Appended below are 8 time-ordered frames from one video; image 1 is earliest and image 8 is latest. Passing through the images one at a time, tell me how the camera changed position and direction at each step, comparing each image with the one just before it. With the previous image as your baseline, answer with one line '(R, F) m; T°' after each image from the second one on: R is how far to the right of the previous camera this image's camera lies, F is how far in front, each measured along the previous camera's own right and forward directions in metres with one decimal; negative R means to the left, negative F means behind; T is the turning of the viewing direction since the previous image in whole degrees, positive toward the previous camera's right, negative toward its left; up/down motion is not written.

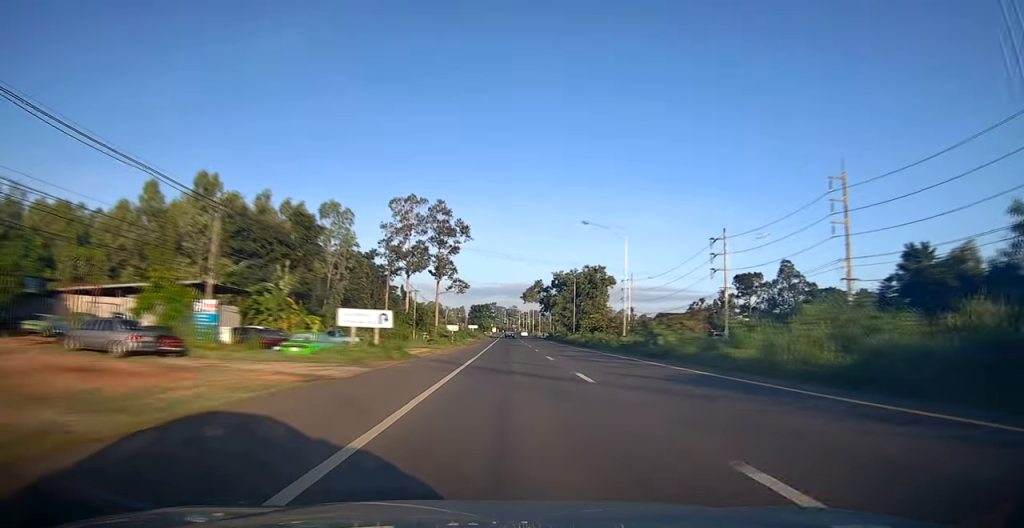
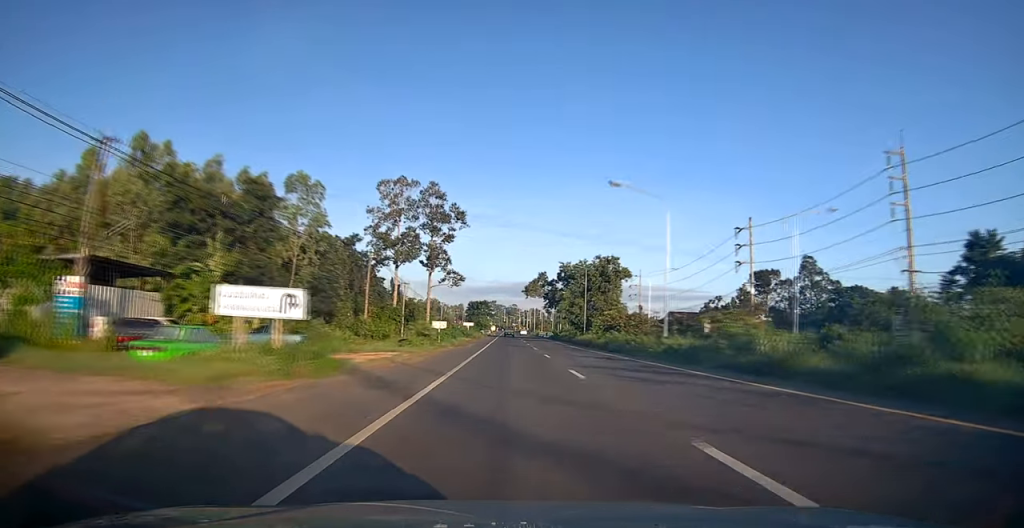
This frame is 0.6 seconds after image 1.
(+0.4, +10.9) m; 0°
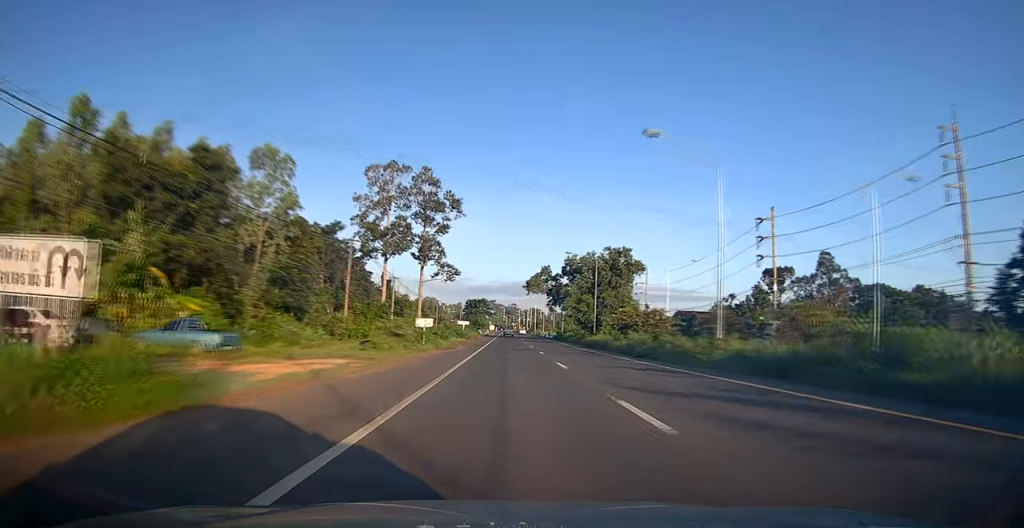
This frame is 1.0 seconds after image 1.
(+0.2, +8.0) m; 0°
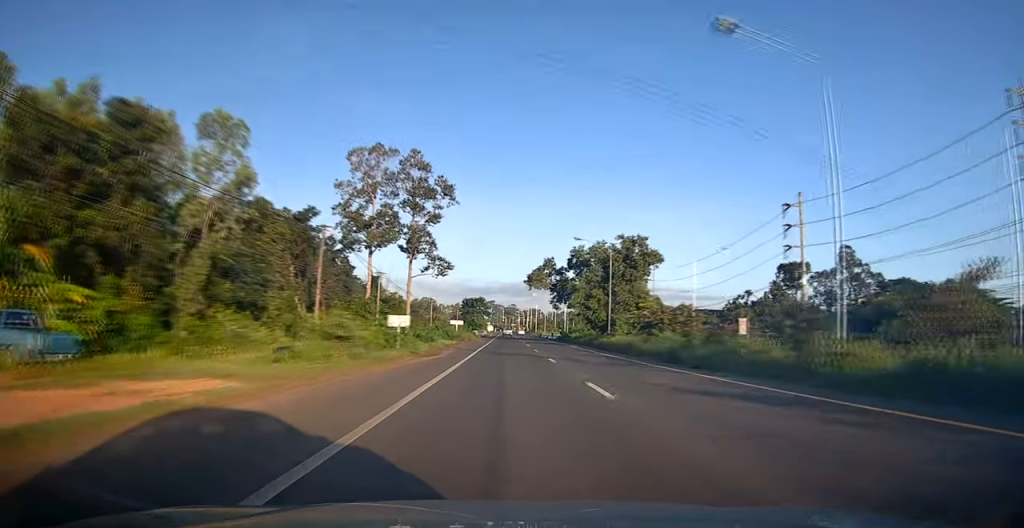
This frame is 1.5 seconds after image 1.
(-0.3, +8.8) m; 0°
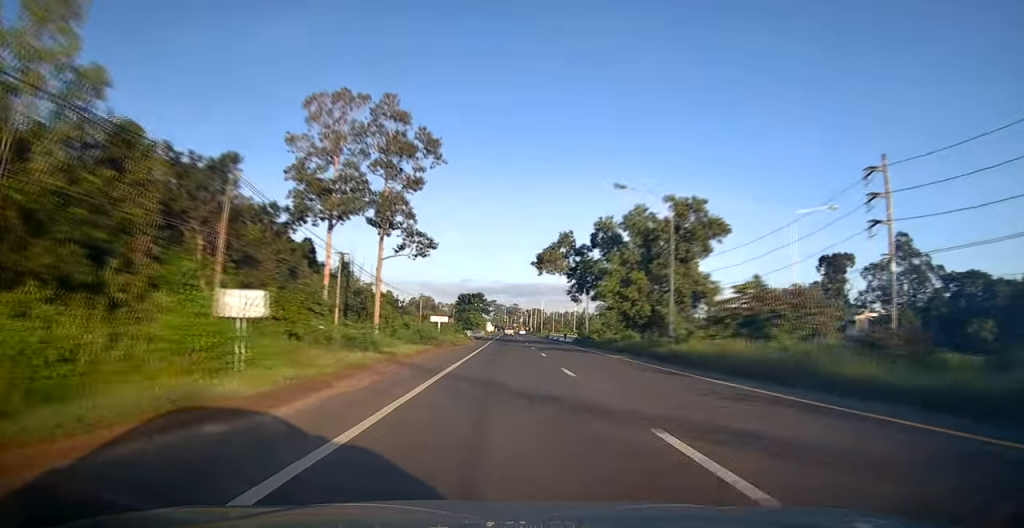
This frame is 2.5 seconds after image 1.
(0.0, +18.3) m; 0°
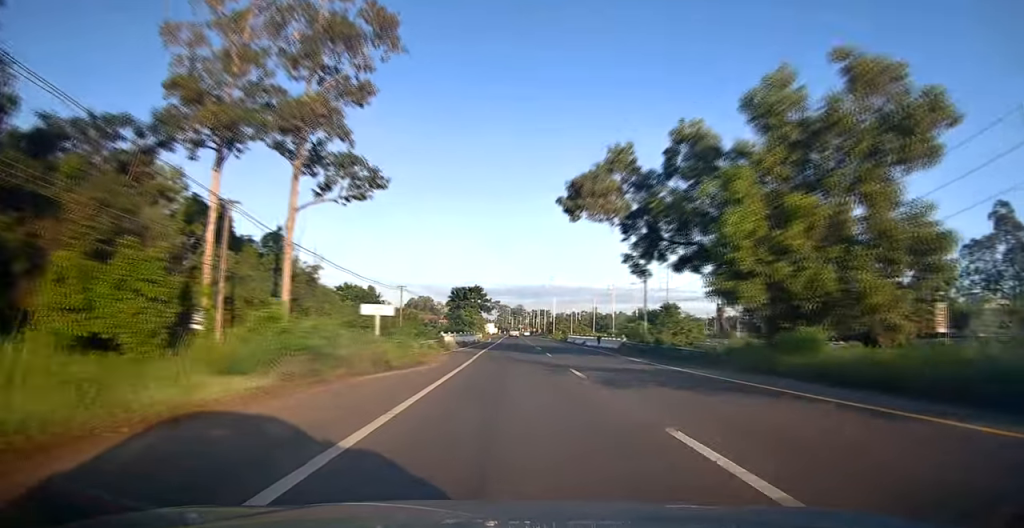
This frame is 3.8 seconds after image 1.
(-0.2, +24.2) m; -1°
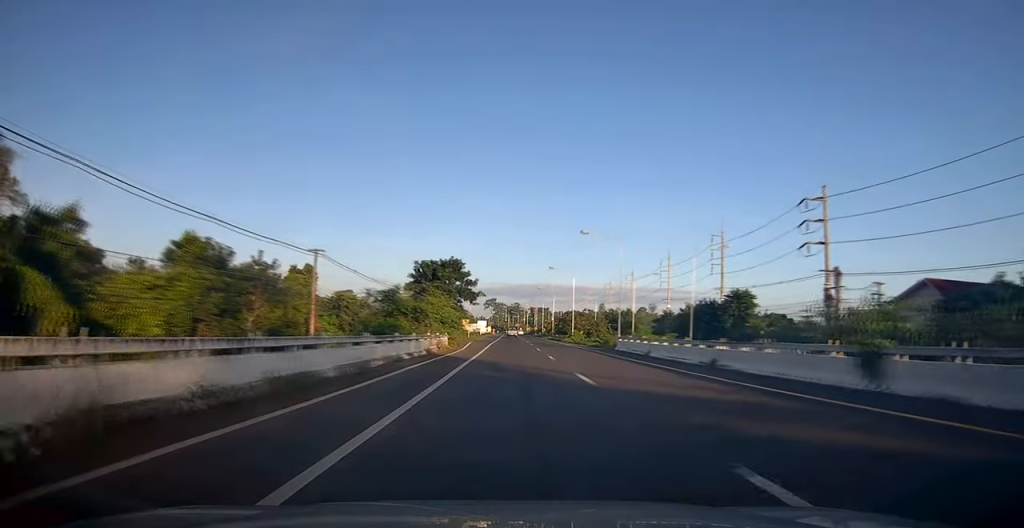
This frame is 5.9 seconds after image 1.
(+0.8, +38.1) m; +2°
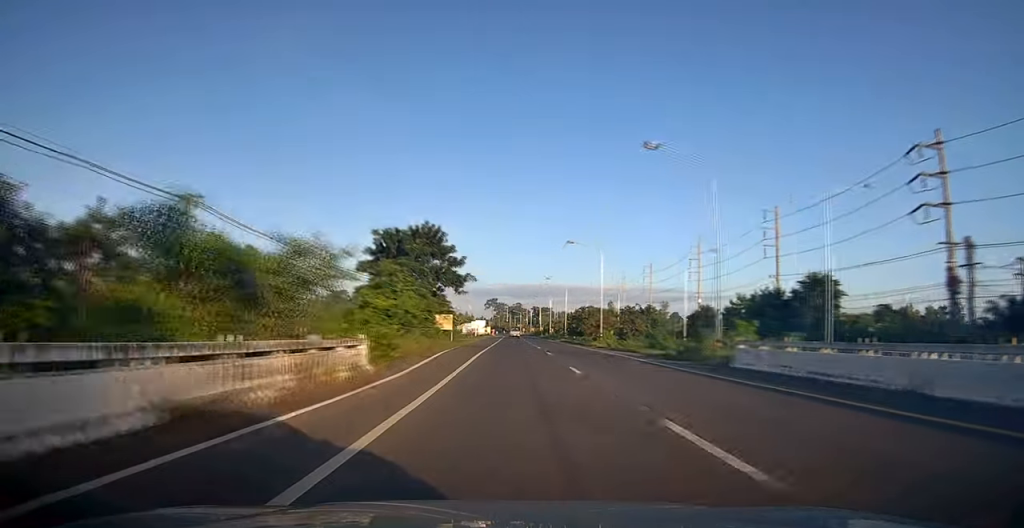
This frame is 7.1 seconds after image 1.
(-0.5, +21.4) m; -1°
